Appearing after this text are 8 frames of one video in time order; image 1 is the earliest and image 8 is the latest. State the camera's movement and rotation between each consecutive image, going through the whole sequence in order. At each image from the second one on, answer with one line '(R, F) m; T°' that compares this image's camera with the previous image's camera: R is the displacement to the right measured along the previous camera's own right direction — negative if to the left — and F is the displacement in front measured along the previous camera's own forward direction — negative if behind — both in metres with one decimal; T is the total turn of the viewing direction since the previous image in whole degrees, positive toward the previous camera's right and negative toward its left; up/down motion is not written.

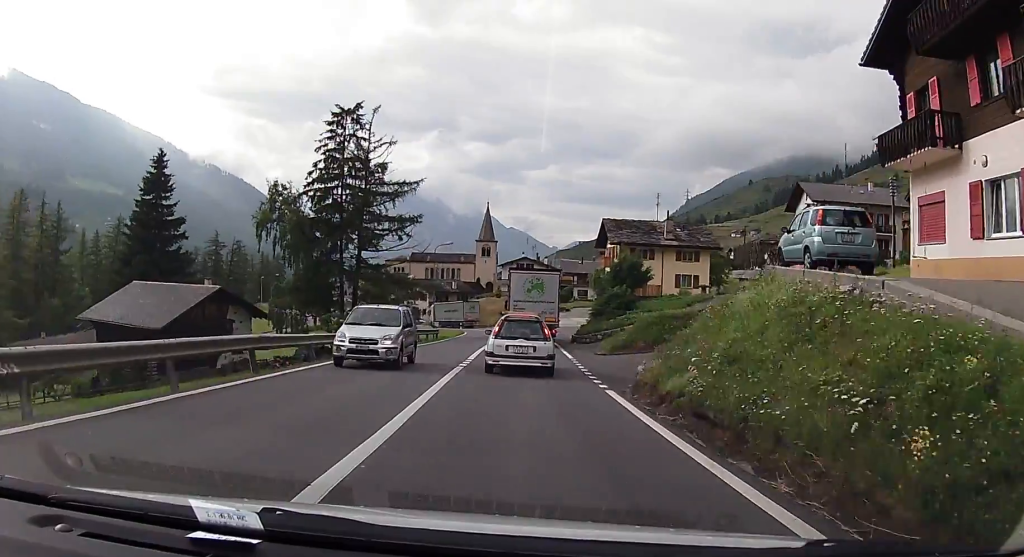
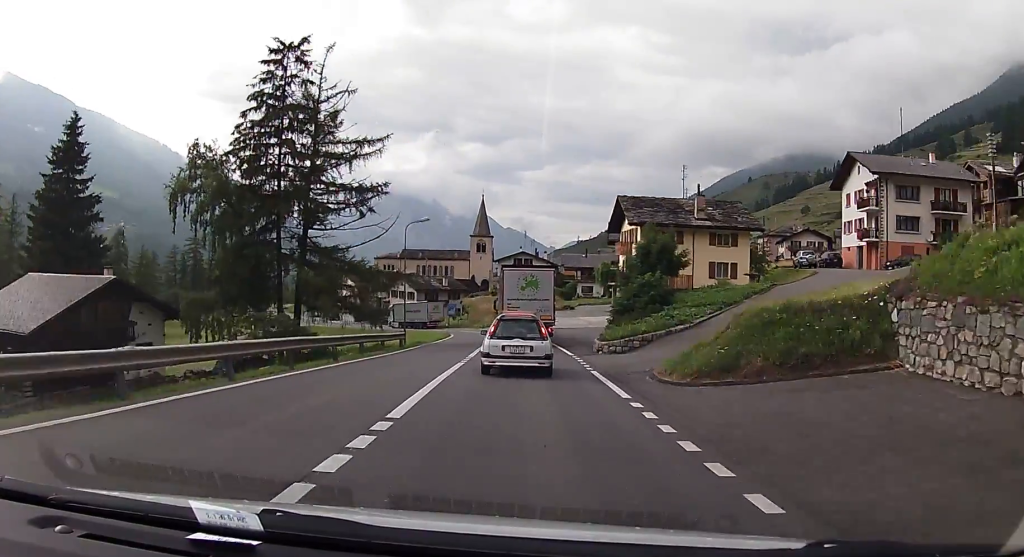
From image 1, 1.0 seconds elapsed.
(+0.1, +13.1) m; +1°
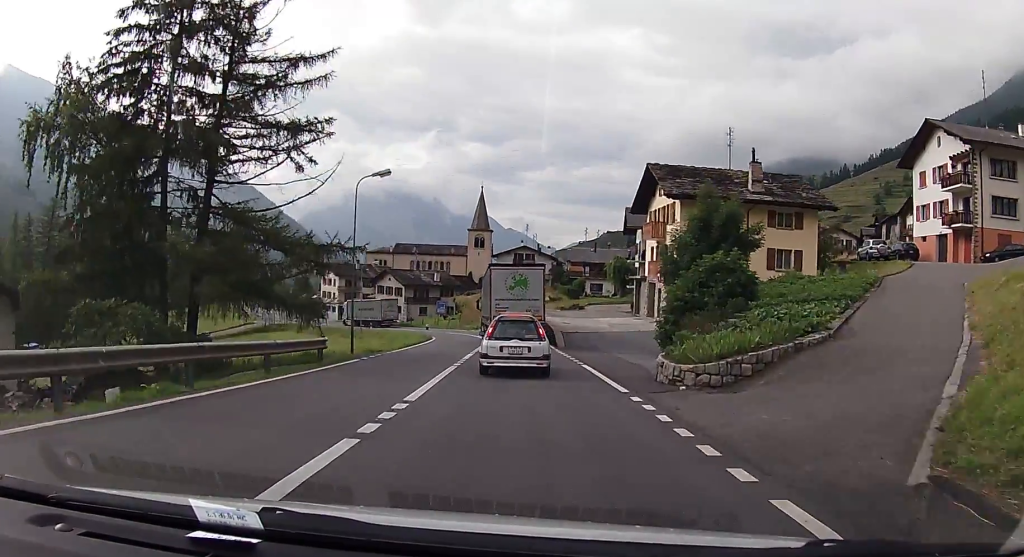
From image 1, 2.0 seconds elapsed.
(+0.1, +13.5) m; 0°
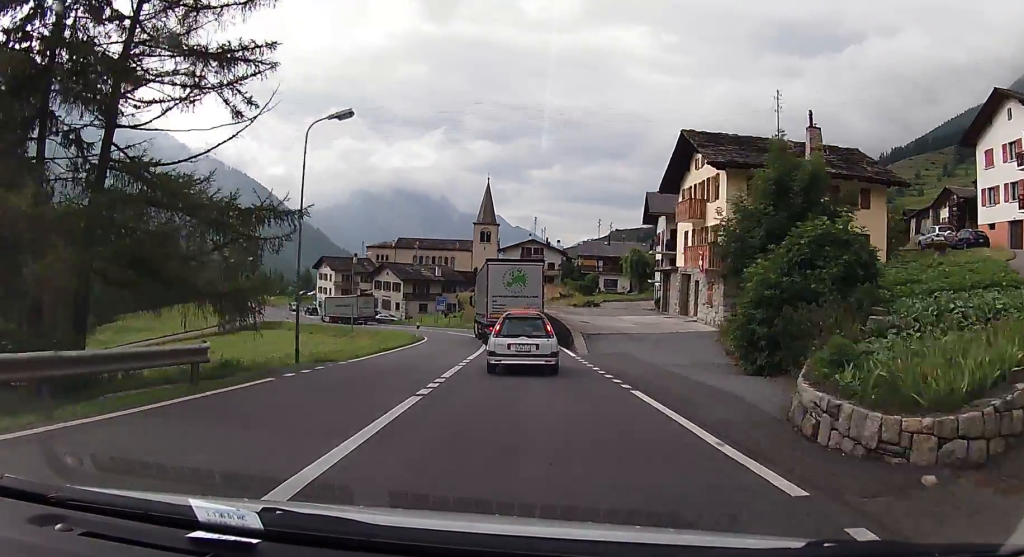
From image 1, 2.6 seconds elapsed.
(0.0, +7.1) m; 0°
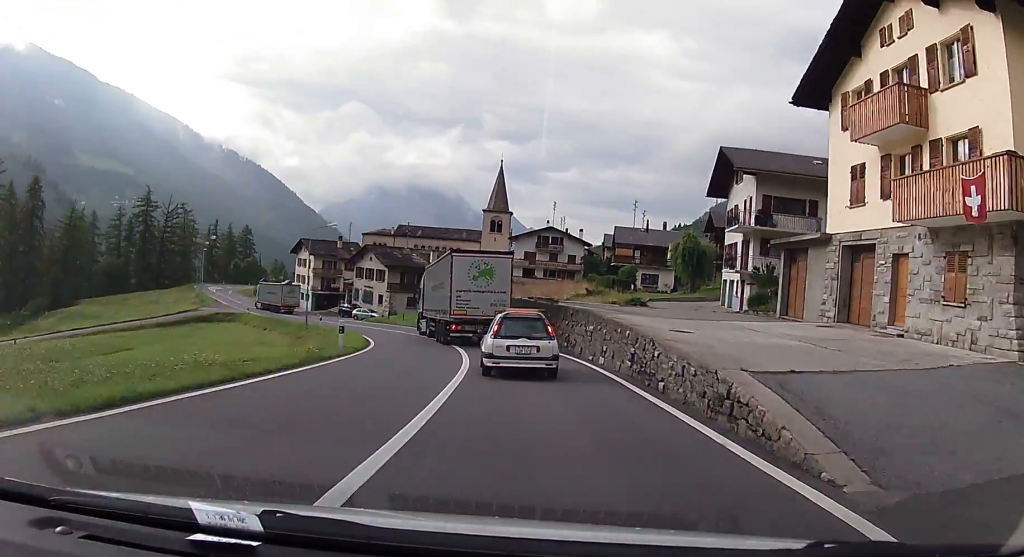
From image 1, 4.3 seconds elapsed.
(-0.4, +18.2) m; -3°
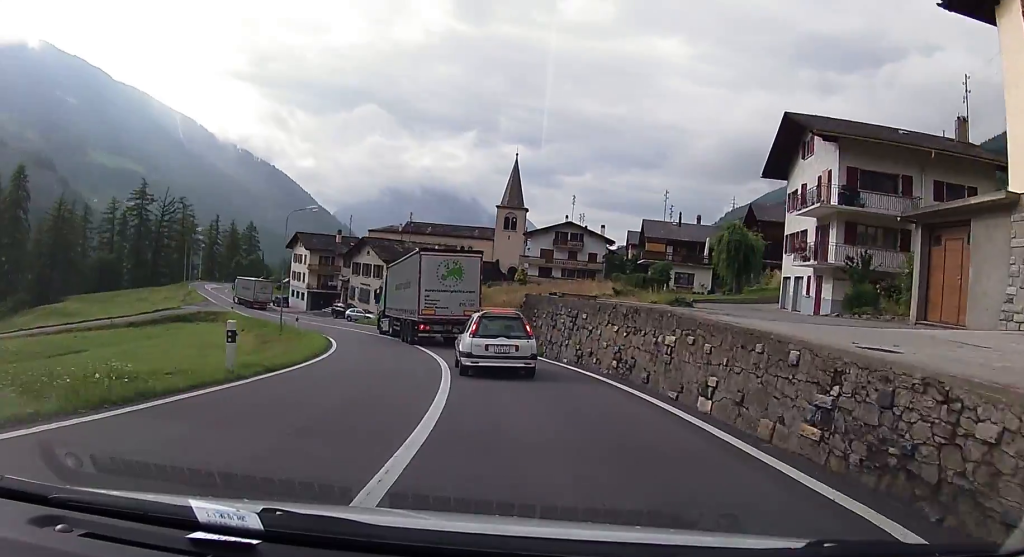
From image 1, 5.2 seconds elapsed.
(-0.2, +9.2) m; -1°
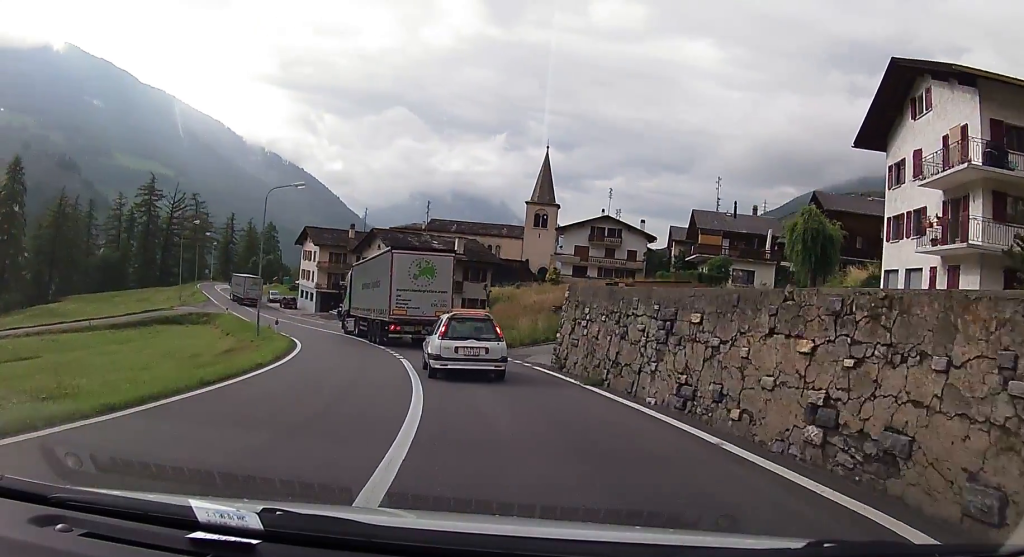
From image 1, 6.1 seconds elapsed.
(+0.1, +9.2) m; -2°
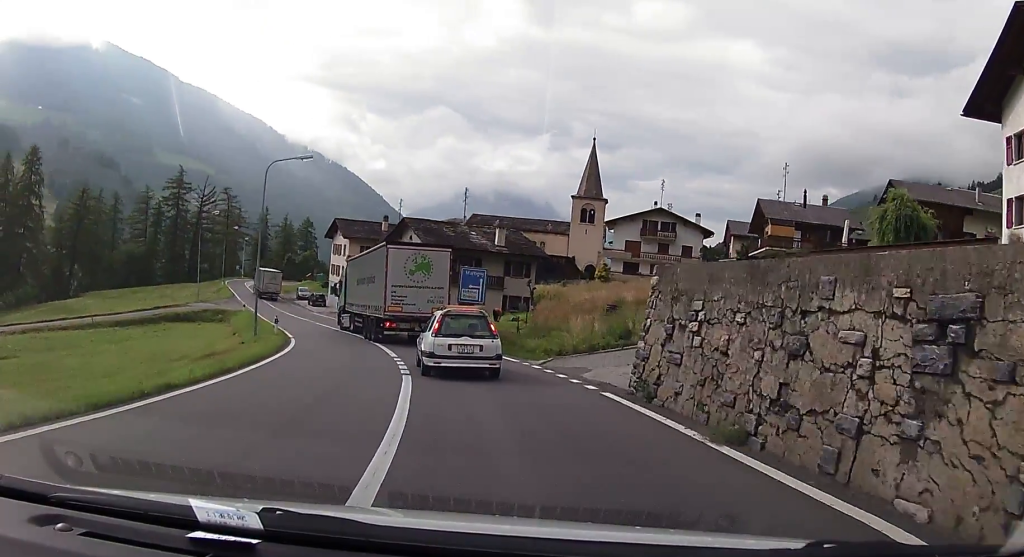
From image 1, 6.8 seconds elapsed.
(-0.3, +6.5) m; -2°
